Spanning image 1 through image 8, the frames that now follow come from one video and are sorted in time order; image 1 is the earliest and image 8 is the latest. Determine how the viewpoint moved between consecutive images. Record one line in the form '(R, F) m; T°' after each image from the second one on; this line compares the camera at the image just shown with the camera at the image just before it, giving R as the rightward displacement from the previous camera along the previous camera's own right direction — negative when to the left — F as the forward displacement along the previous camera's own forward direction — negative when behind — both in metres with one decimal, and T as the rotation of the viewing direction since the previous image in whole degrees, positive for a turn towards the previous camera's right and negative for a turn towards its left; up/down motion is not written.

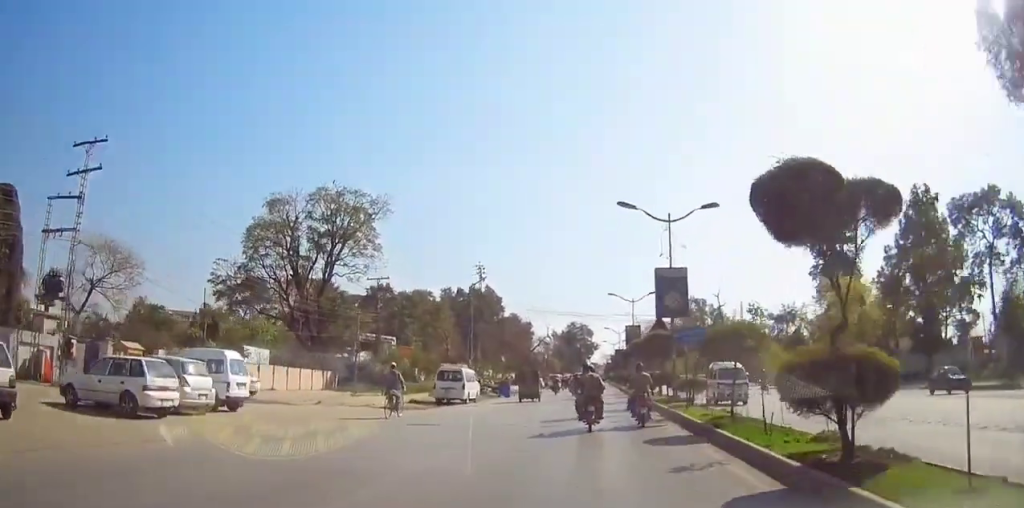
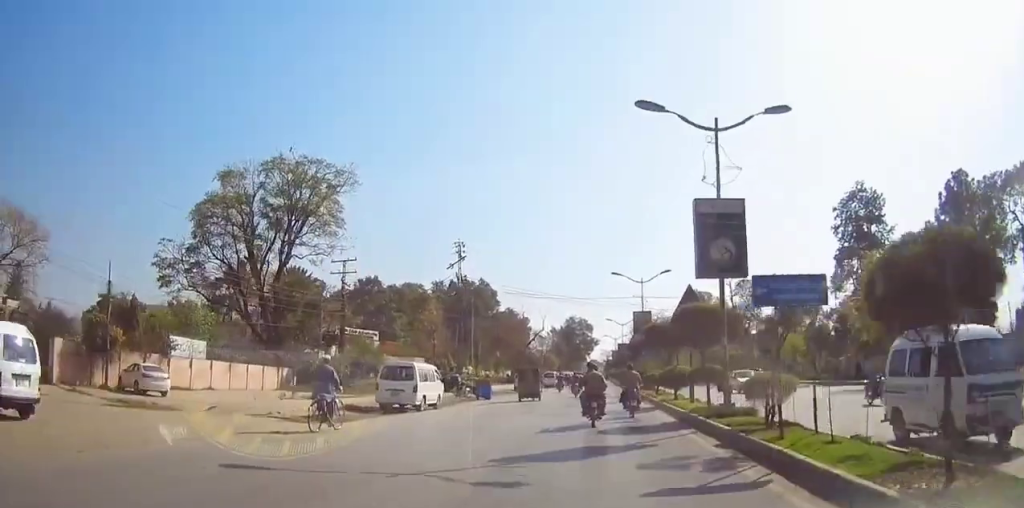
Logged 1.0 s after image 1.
(+0.1, +9.3) m; 0°
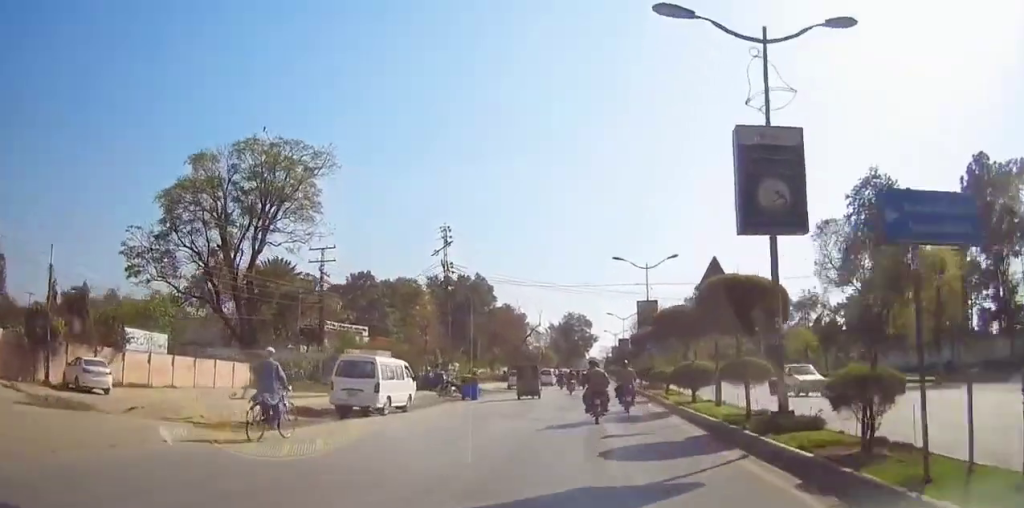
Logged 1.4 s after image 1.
(0.0, +4.5) m; -1°
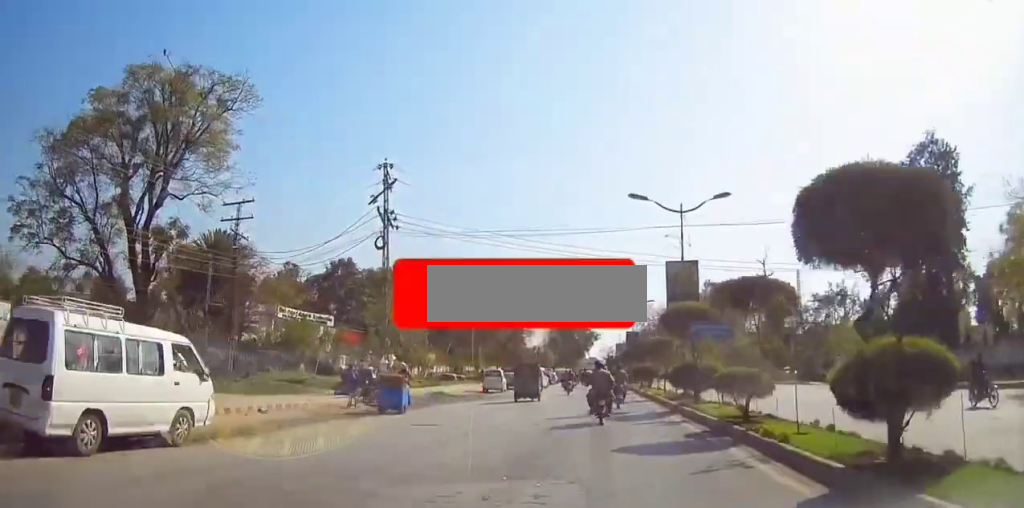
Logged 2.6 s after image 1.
(-0.4, +13.8) m; 0°
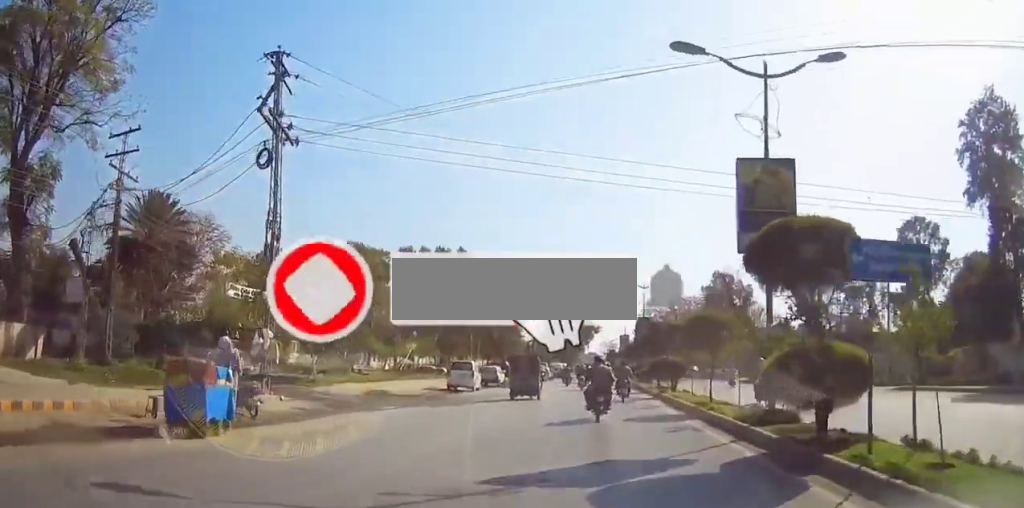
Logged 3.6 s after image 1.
(+0.4, +11.7) m; +2°
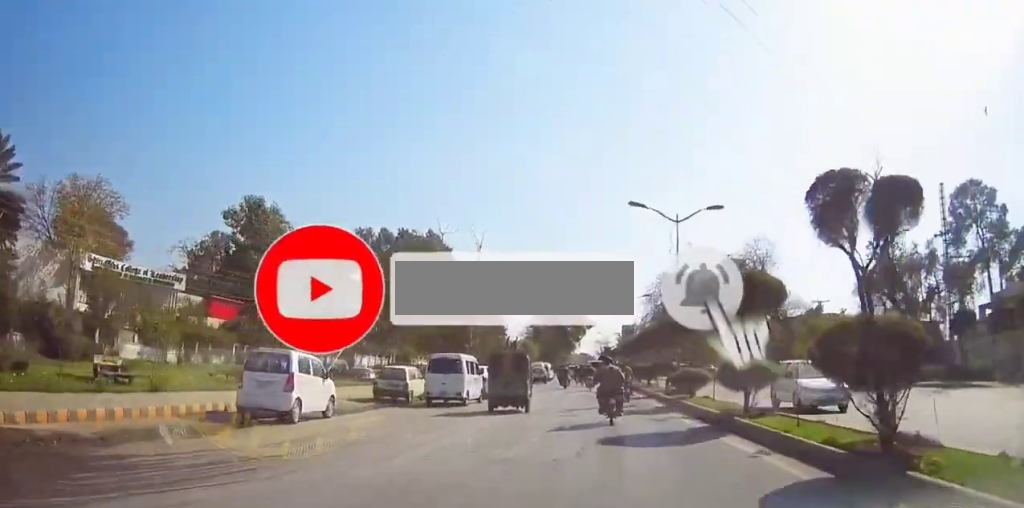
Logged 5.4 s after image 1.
(-0.5, +21.7) m; -1°
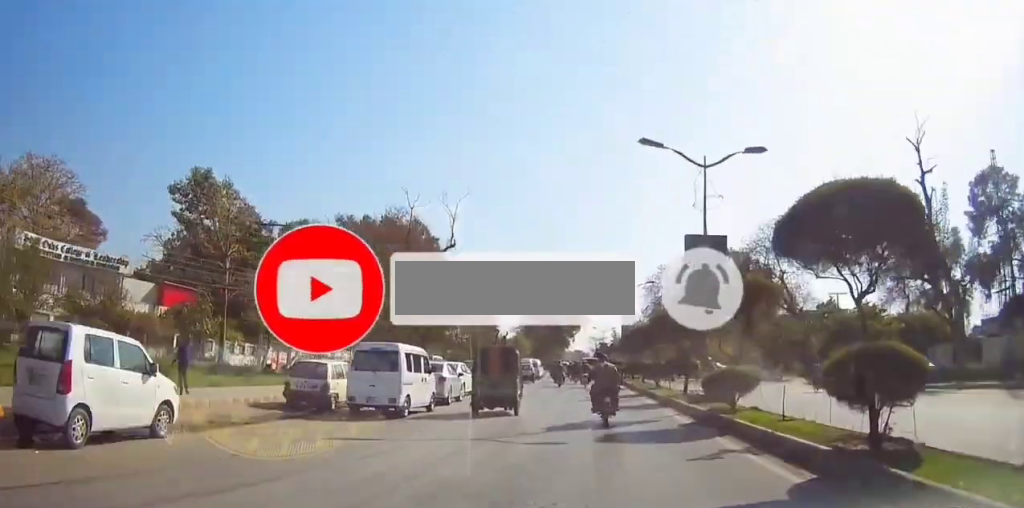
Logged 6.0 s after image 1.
(0.0, +7.2) m; +1°
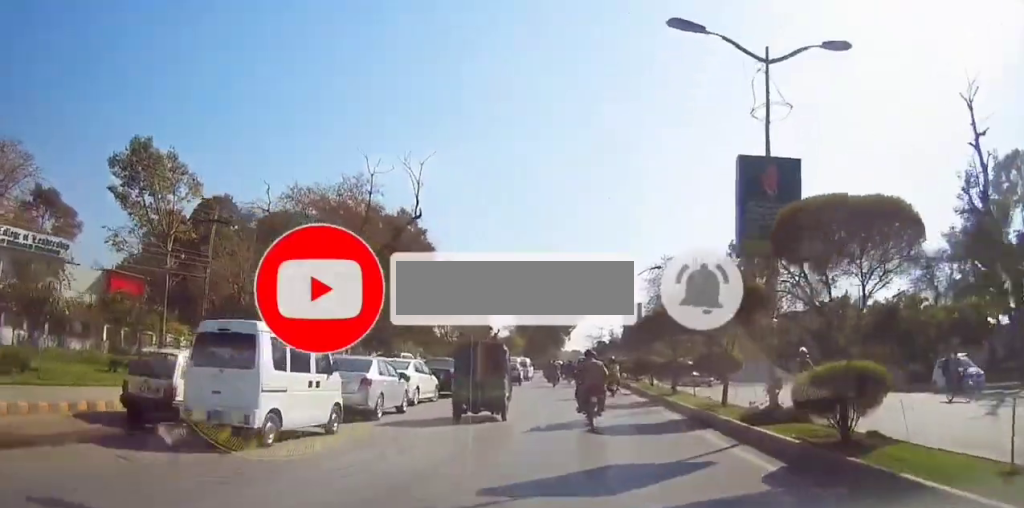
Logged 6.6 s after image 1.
(+0.4, +7.2) m; +1°
